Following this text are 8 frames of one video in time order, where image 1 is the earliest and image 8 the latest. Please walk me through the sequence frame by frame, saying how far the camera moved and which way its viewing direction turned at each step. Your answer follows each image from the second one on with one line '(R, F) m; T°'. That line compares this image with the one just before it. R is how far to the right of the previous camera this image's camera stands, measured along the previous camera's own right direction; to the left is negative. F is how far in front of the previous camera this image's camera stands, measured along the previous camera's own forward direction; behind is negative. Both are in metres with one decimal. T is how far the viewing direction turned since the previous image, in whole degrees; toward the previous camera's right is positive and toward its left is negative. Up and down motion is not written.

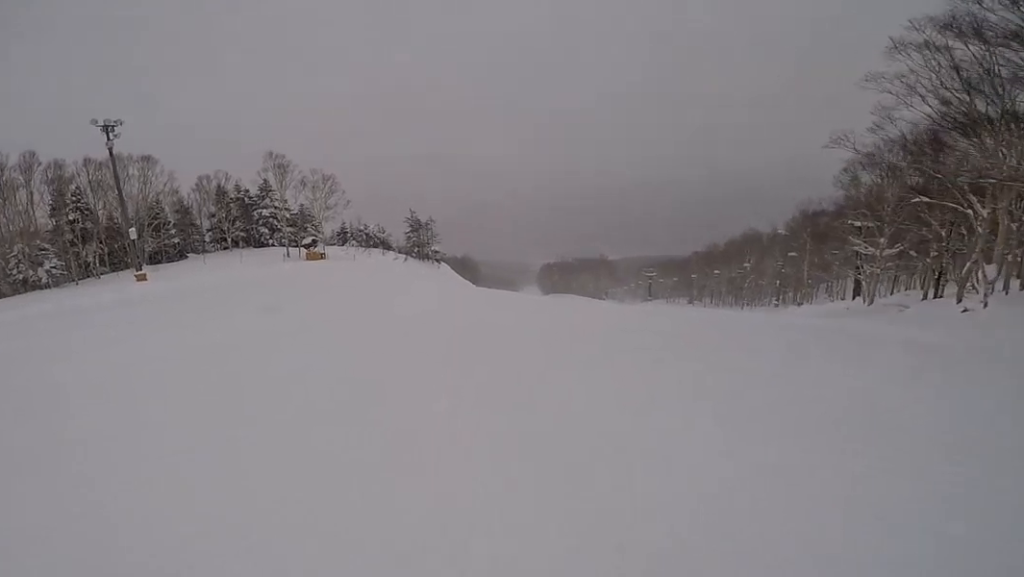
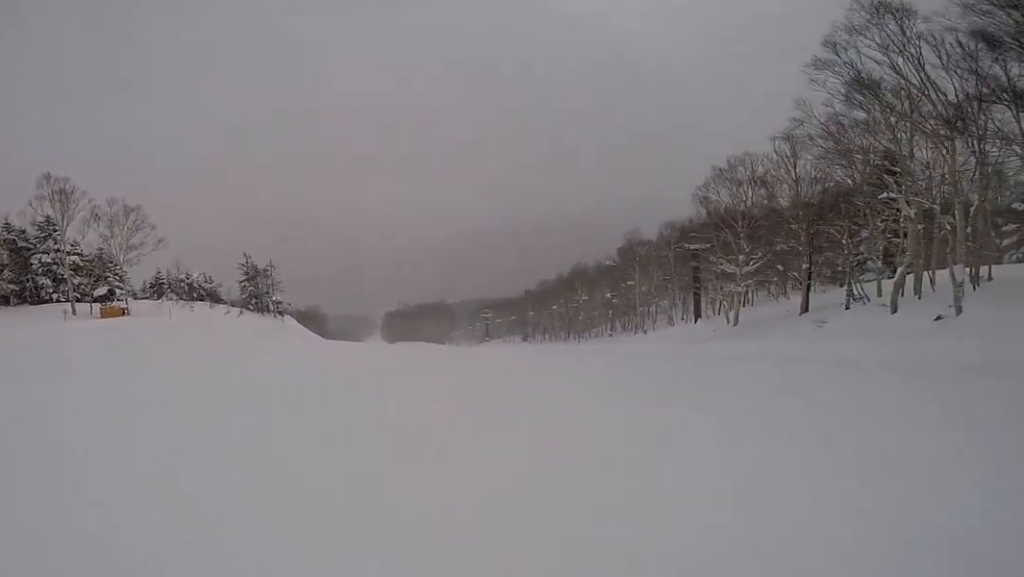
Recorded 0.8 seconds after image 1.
(-0.1, +7.5) m; +5°
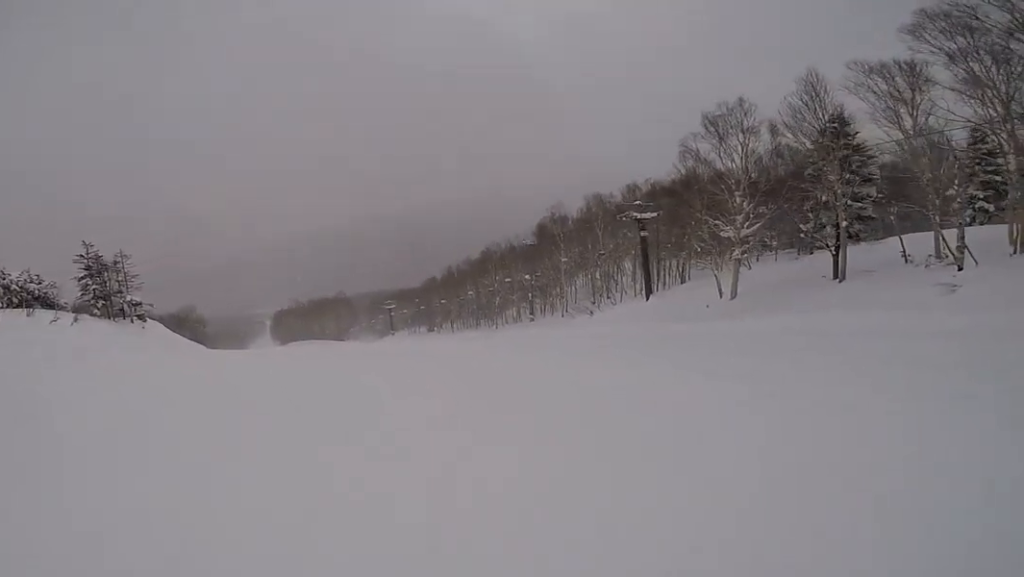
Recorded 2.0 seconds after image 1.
(+1.9, +10.8) m; +19°
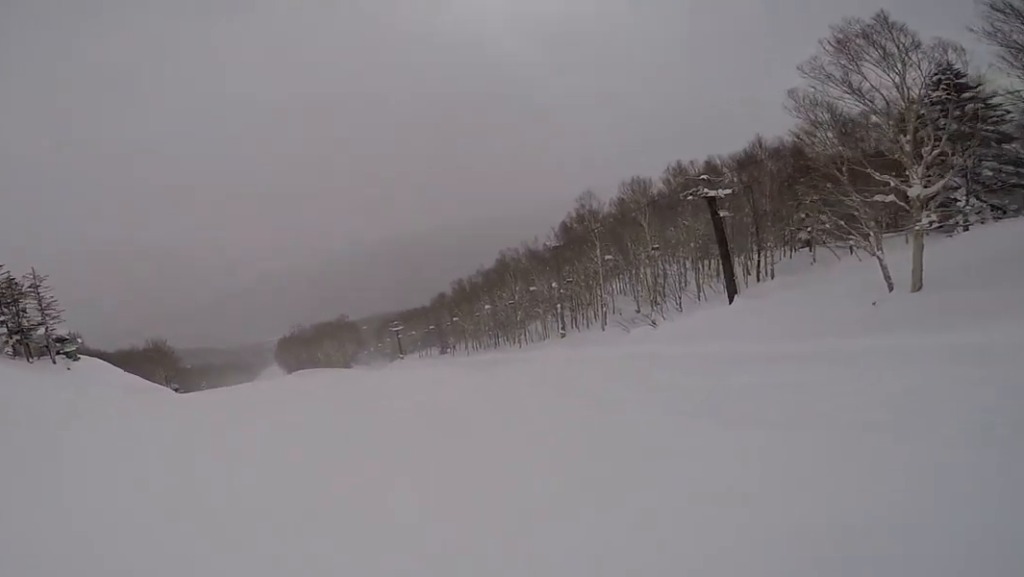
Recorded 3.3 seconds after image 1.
(+1.4, +12.4) m; +2°
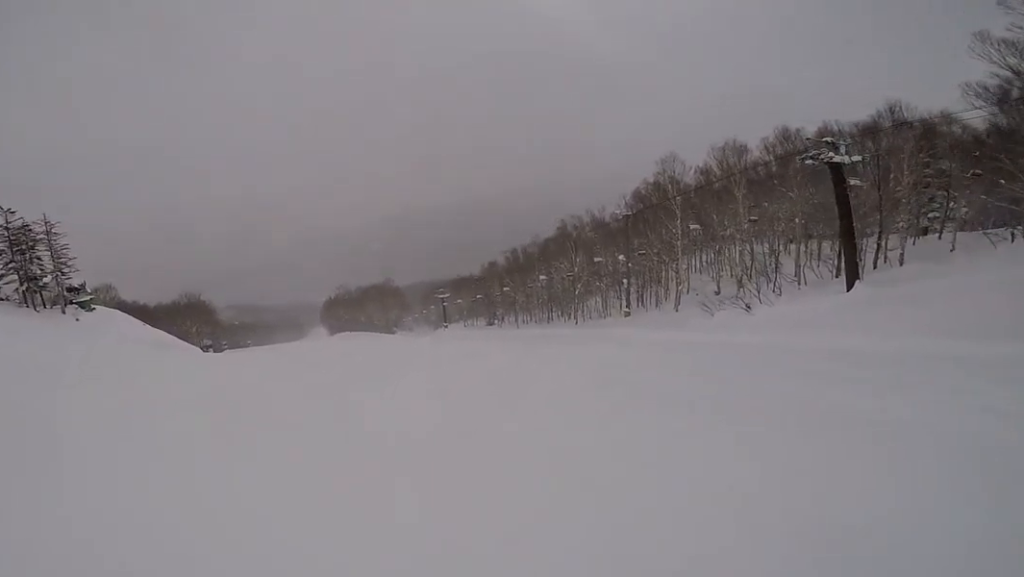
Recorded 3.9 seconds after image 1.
(-0.2, +5.0) m; -7°
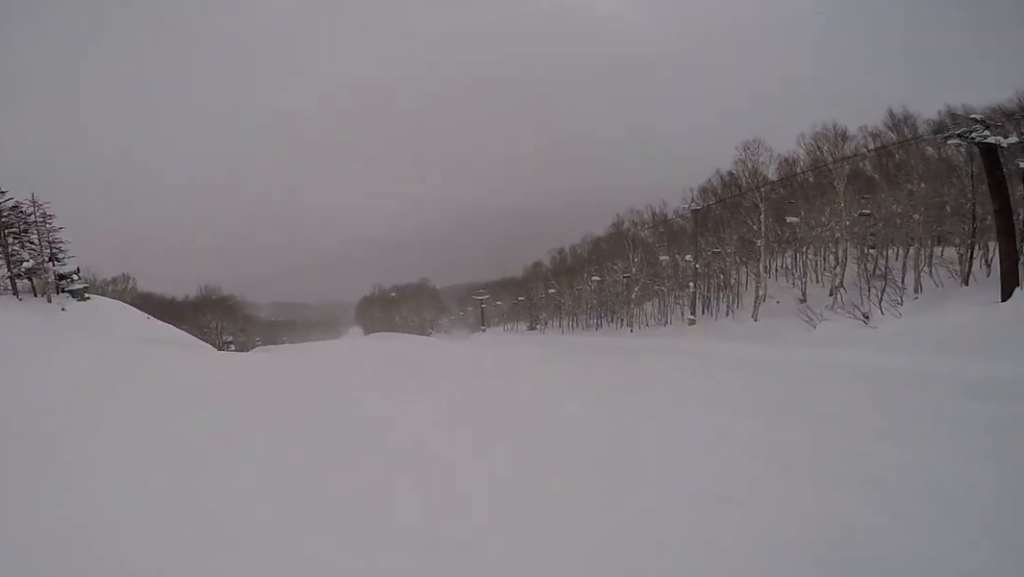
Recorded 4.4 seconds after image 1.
(0.0, +5.4) m; -10°
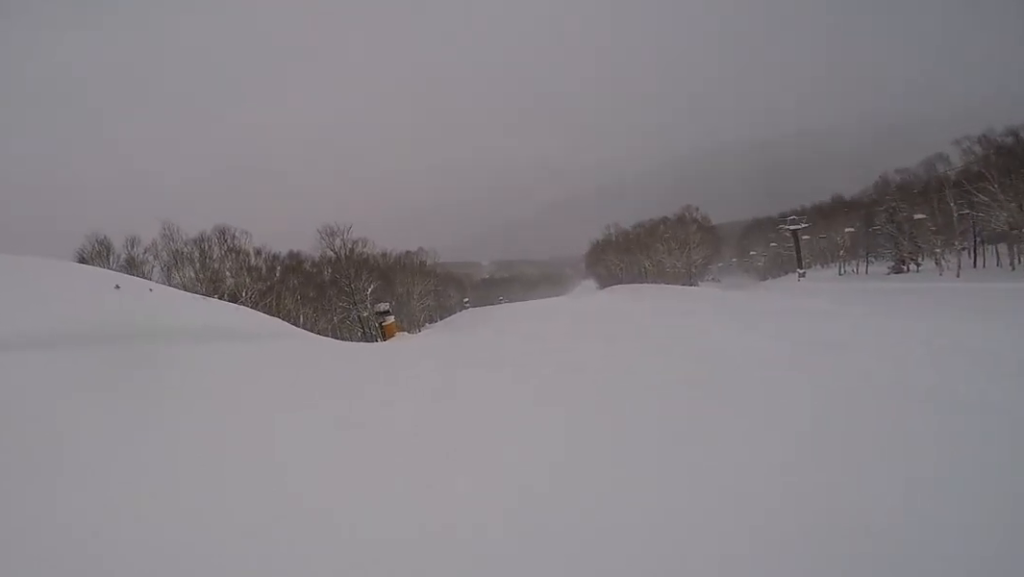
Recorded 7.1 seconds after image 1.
(-4.6, +25.4) m; -12°
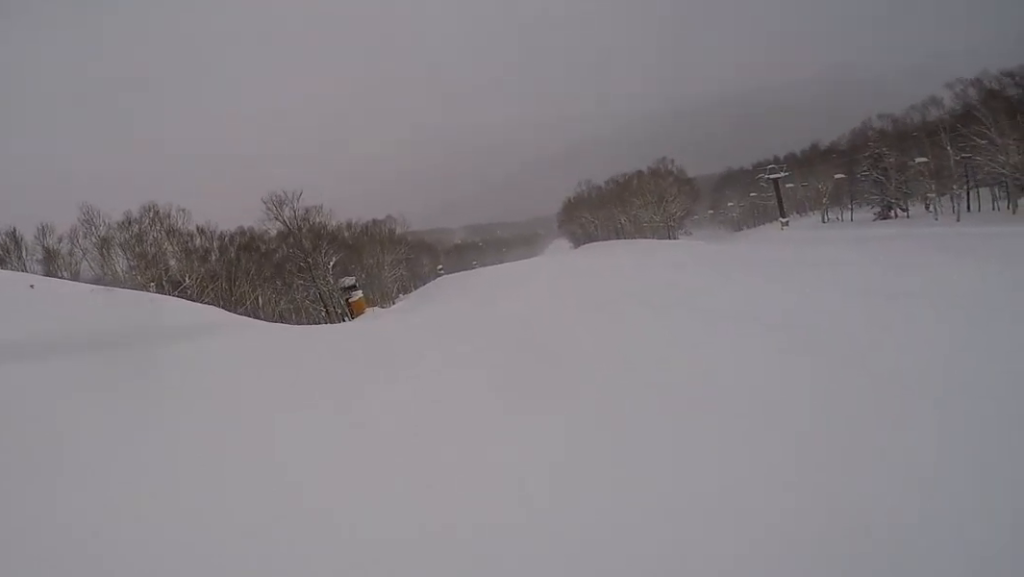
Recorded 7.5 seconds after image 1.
(-0.1, +4.4) m; -1°
